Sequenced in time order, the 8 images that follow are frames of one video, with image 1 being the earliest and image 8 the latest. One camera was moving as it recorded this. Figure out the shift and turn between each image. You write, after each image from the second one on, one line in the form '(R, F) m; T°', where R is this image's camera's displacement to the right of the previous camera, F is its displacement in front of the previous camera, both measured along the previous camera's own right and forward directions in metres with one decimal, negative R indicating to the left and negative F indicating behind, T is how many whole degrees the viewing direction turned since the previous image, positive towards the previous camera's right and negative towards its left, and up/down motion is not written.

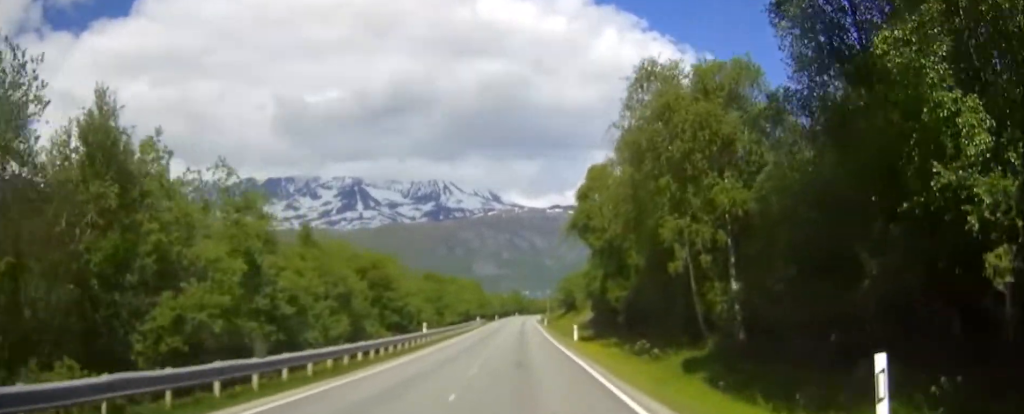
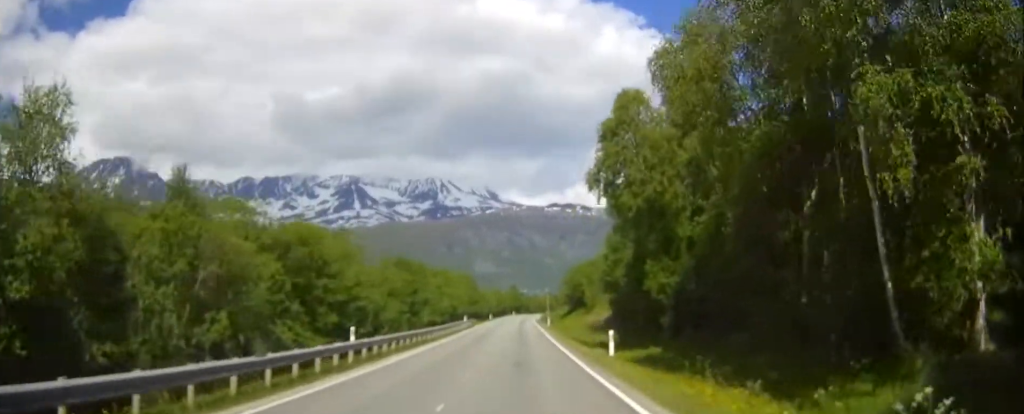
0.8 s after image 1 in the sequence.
(0.0, +16.8) m; 0°
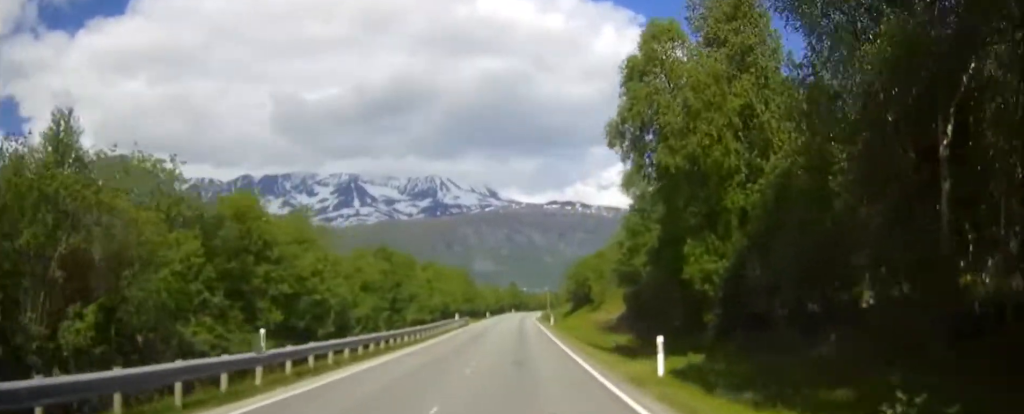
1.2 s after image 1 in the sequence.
(0.0, +8.4) m; 0°
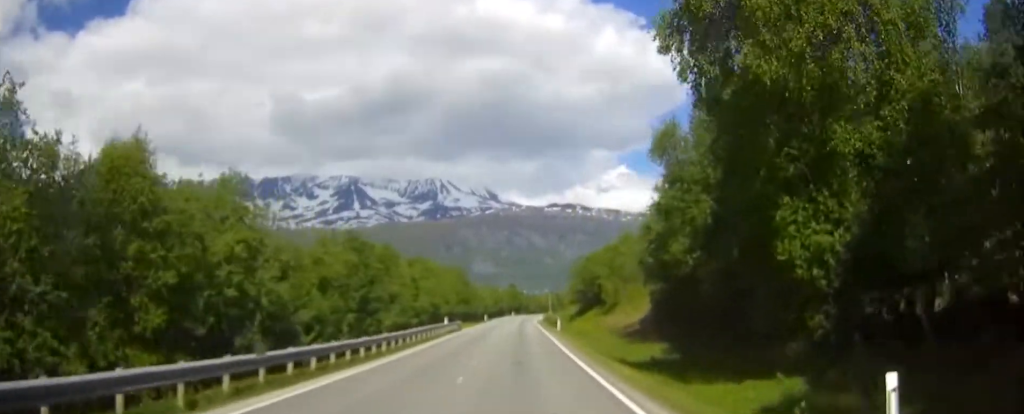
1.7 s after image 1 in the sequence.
(0.0, +9.8) m; 0°
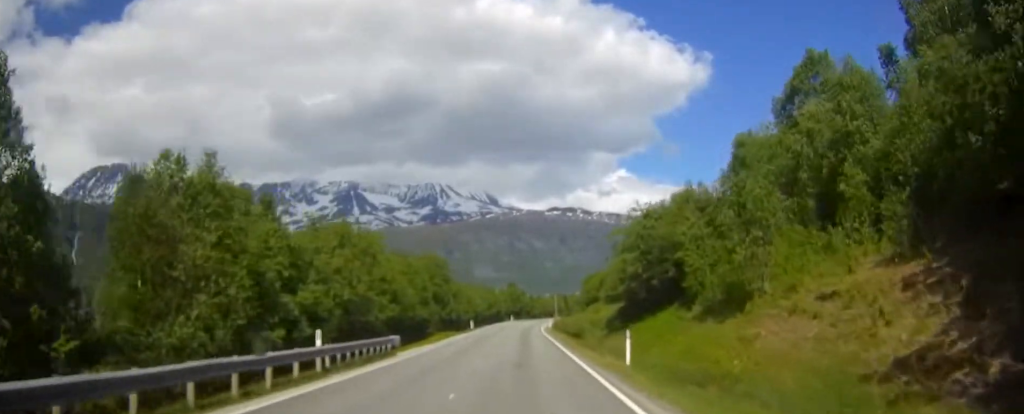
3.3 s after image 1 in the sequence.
(0.0, +33.6) m; 0°
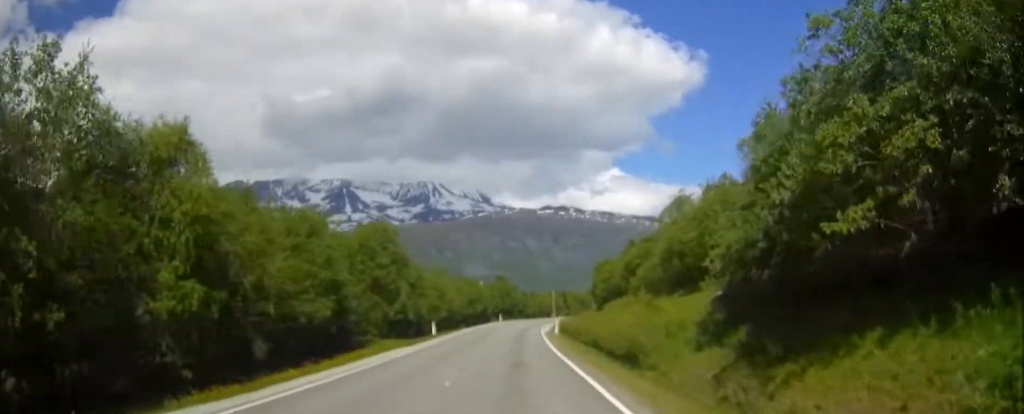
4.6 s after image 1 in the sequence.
(+0.2, +28.6) m; +1°
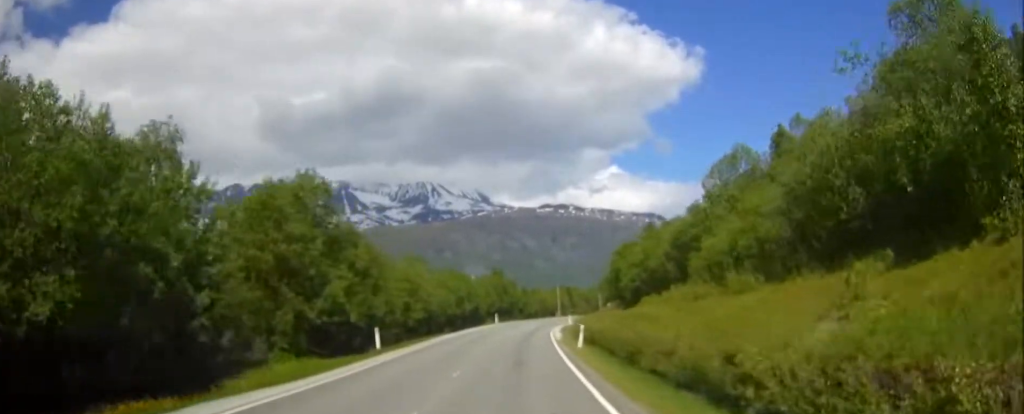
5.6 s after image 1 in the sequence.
(+0.1, +20.1) m; 0°
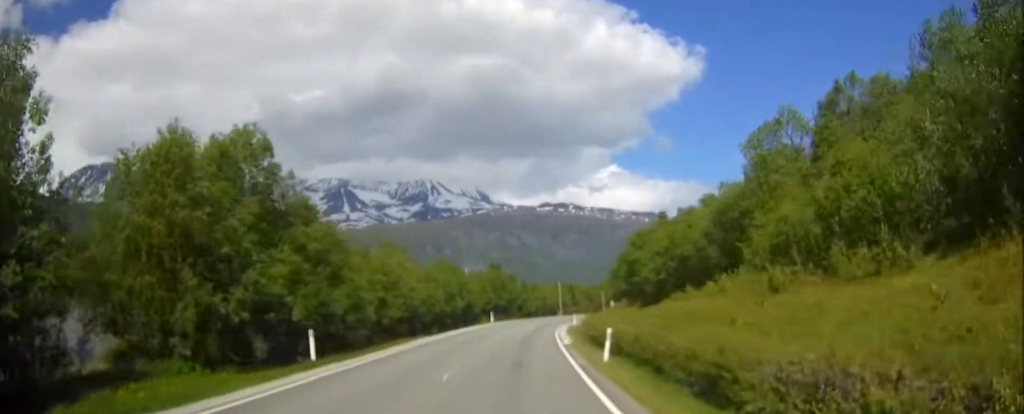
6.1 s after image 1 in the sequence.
(0.0, +9.7) m; 0°
